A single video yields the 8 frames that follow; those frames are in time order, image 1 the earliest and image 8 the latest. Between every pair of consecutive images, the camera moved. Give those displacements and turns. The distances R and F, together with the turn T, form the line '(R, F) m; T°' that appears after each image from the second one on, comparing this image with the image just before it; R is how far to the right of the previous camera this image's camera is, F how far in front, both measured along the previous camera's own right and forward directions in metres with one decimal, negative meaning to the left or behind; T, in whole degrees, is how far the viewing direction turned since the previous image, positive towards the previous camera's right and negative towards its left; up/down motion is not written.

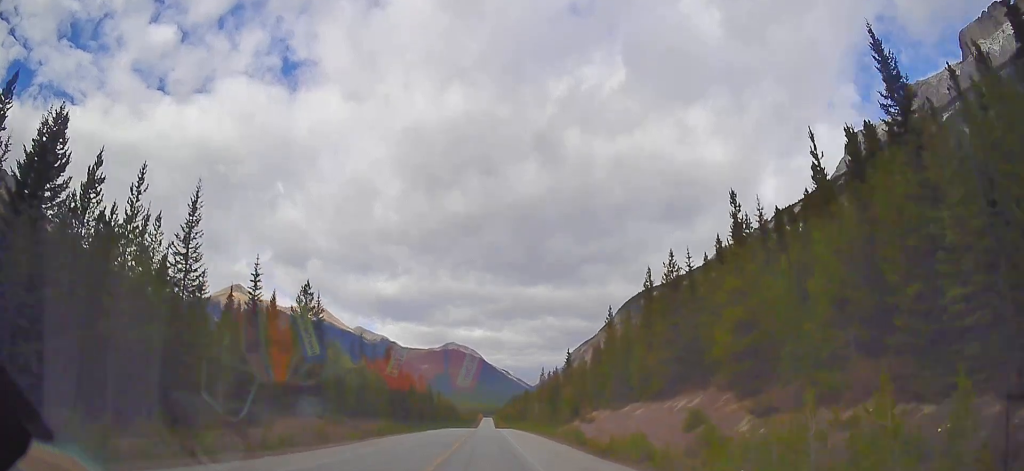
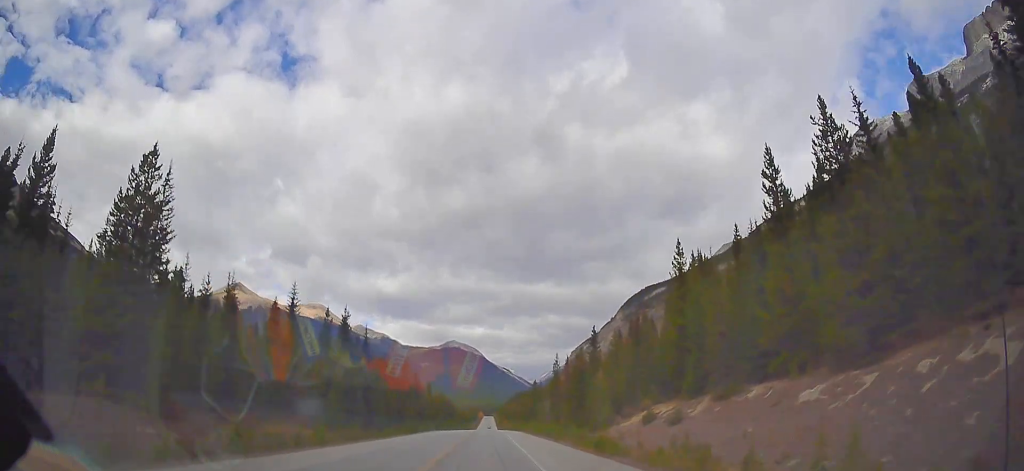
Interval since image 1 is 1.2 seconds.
(-0.1, +30.5) m; 0°
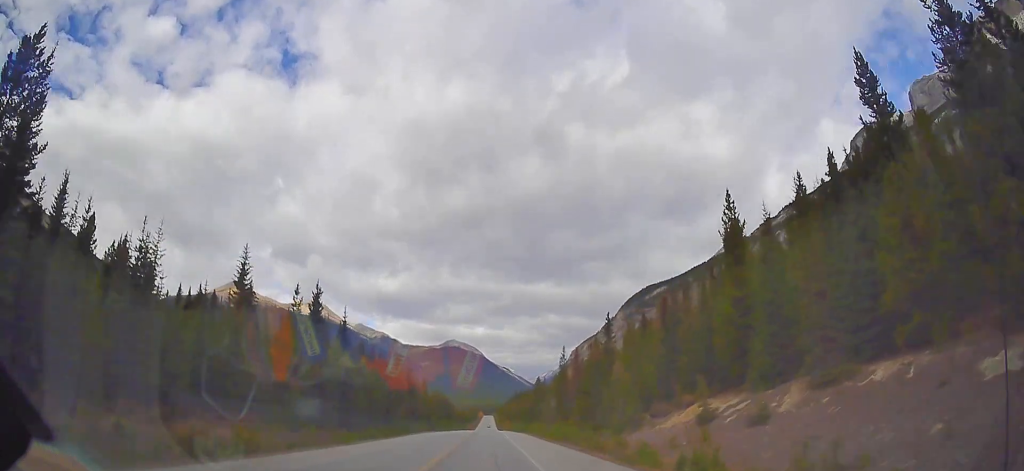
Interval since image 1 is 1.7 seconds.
(0.0, +11.7) m; 0°
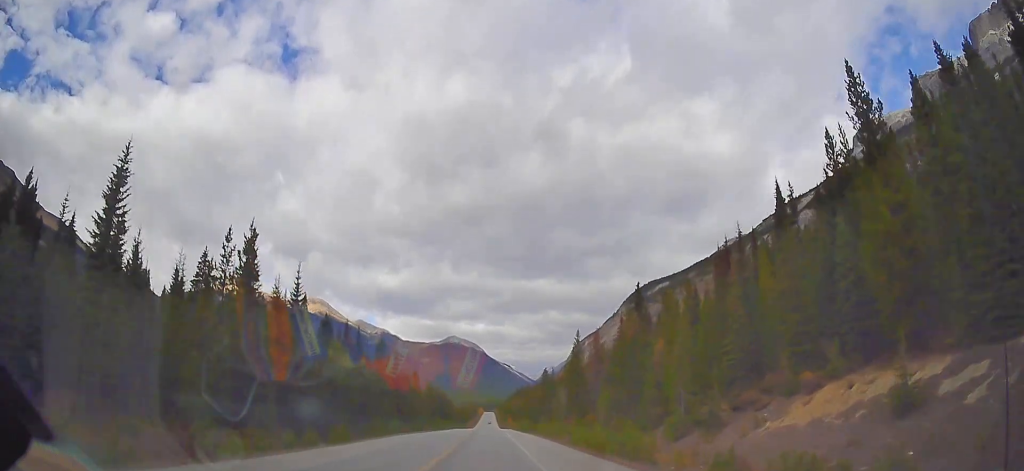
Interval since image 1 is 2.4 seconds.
(0.0, +16.8) m; 0°
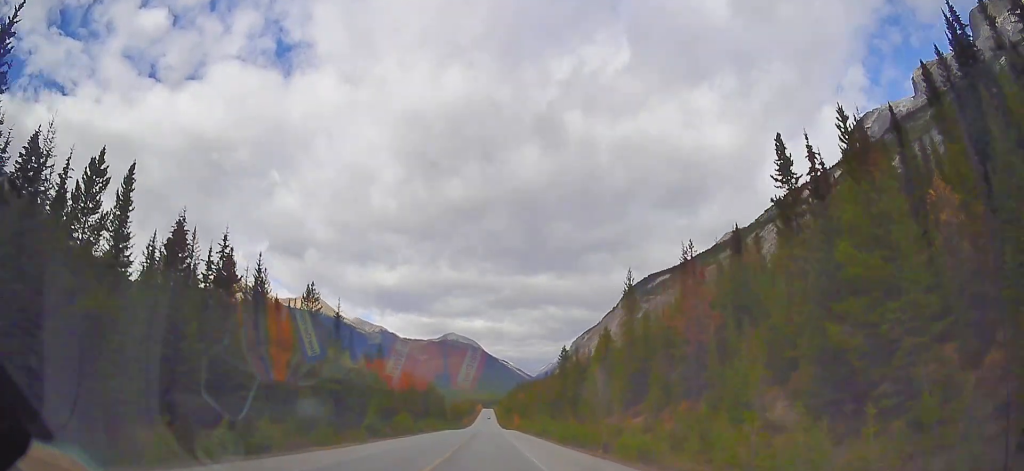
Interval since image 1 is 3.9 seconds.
(+0.3, +38.2) m; +1°
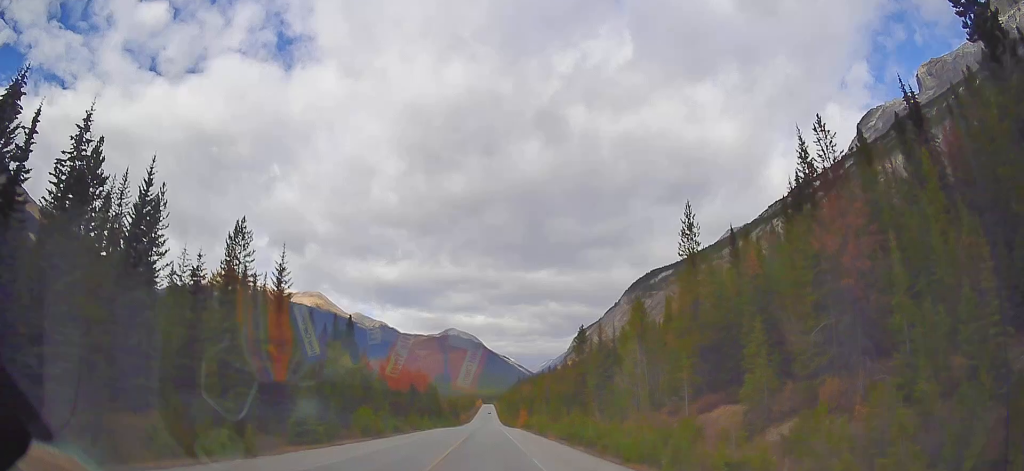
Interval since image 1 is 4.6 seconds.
(+0.1, +19.0) m; 0°
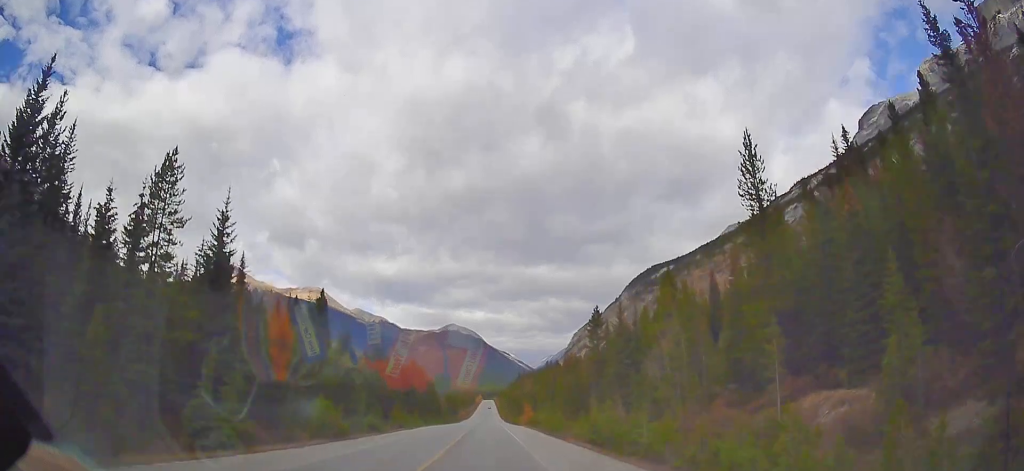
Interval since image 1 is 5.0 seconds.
(0.0, +11.3) m; 0°
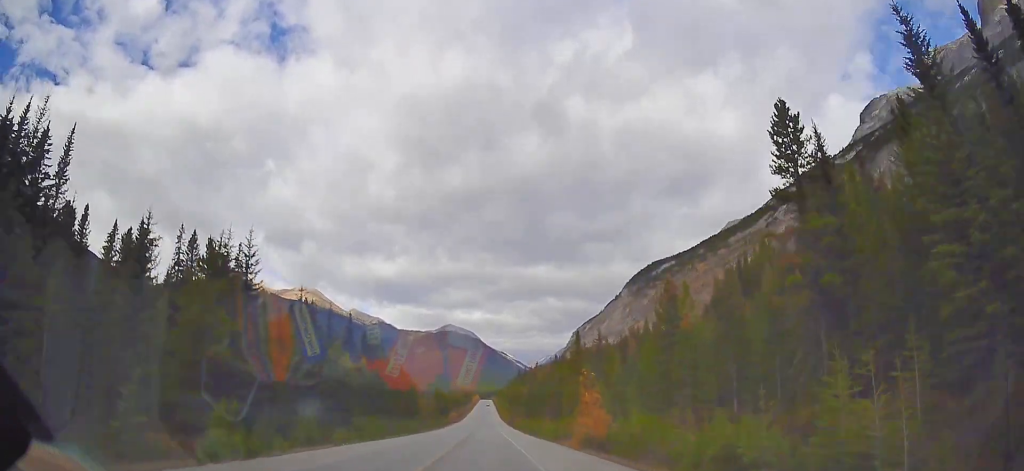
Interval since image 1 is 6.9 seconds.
(+0.1, +50.4) m; +1°
